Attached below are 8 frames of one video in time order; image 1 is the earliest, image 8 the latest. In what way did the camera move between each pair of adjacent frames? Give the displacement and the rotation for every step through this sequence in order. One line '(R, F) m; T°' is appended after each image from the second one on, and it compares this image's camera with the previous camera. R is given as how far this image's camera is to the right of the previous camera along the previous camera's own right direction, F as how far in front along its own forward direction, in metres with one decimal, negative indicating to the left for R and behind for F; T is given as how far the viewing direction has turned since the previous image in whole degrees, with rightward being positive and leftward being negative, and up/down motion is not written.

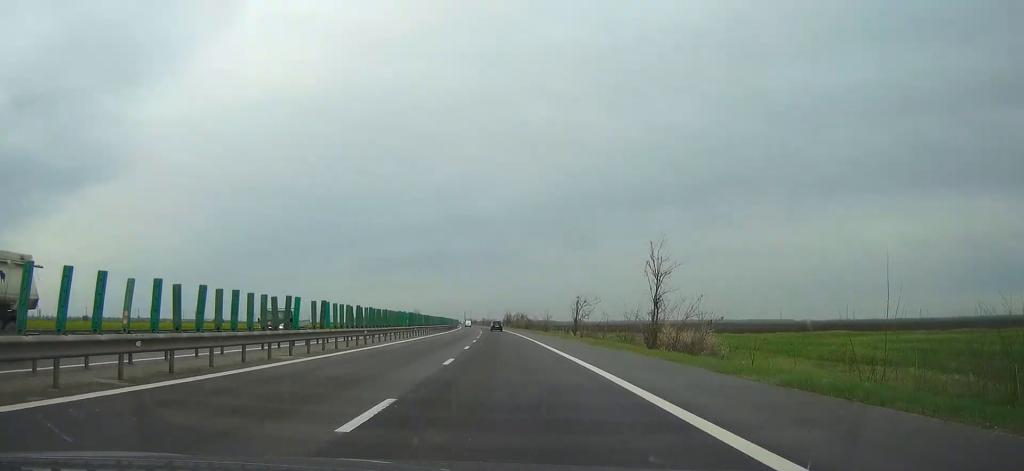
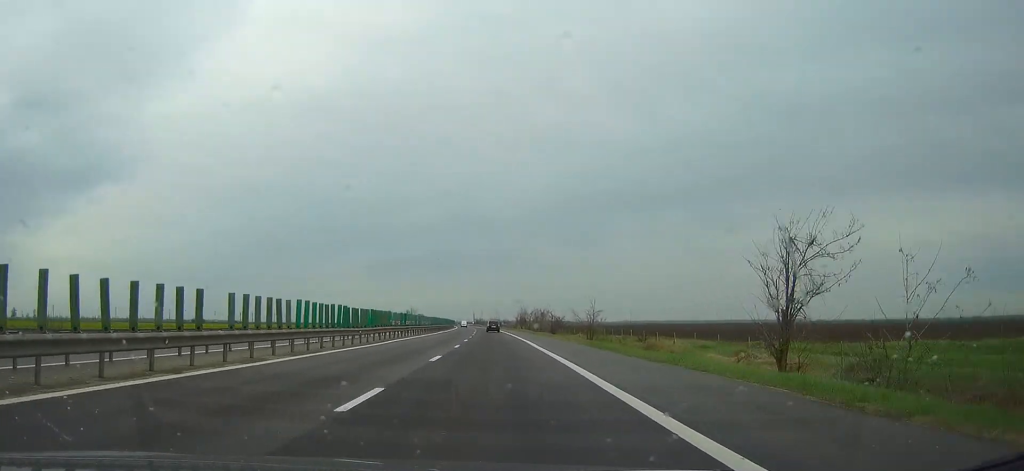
(-0.4, +58.2) m; -1°
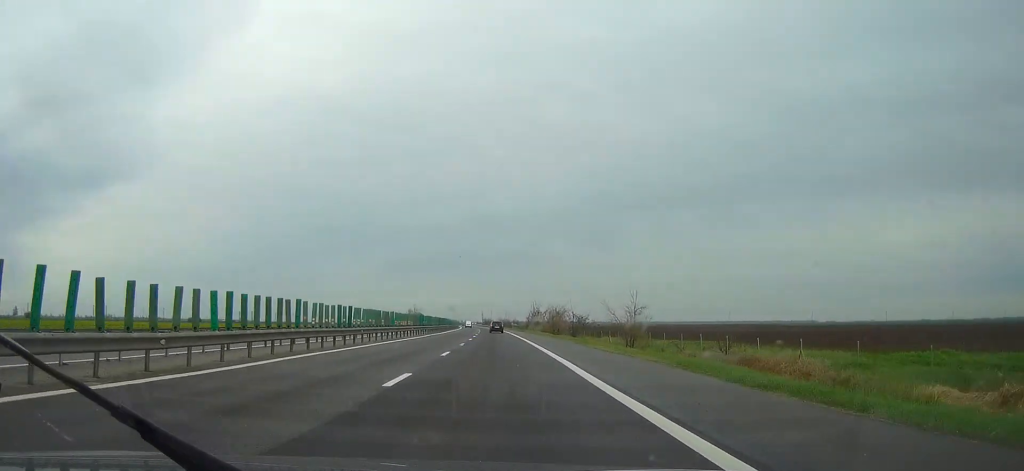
(-0.2, +19.9) m; -1°
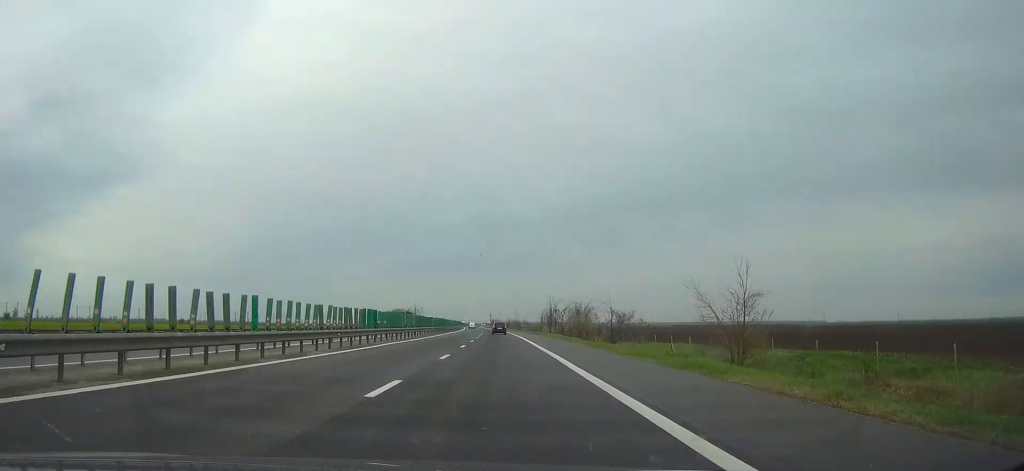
(-0.1, +24.9) m; -1°
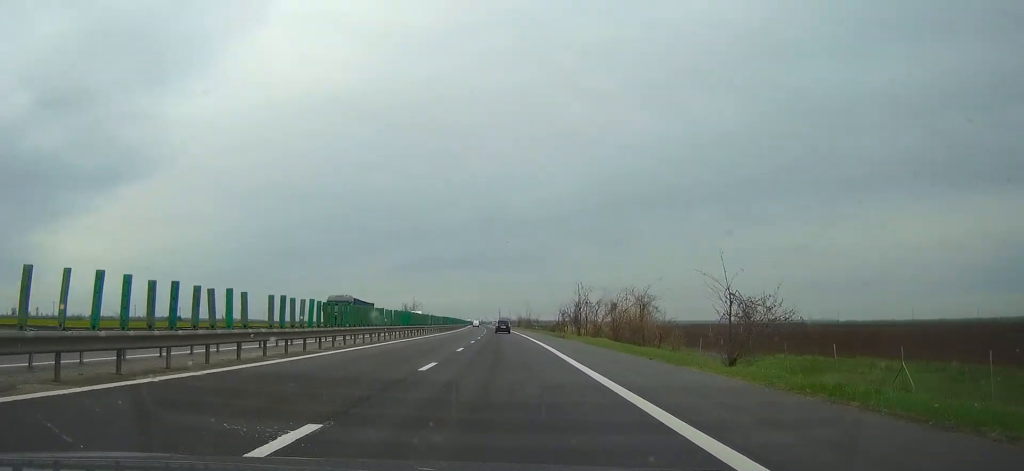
(-0.1, +30.0) m; -1°
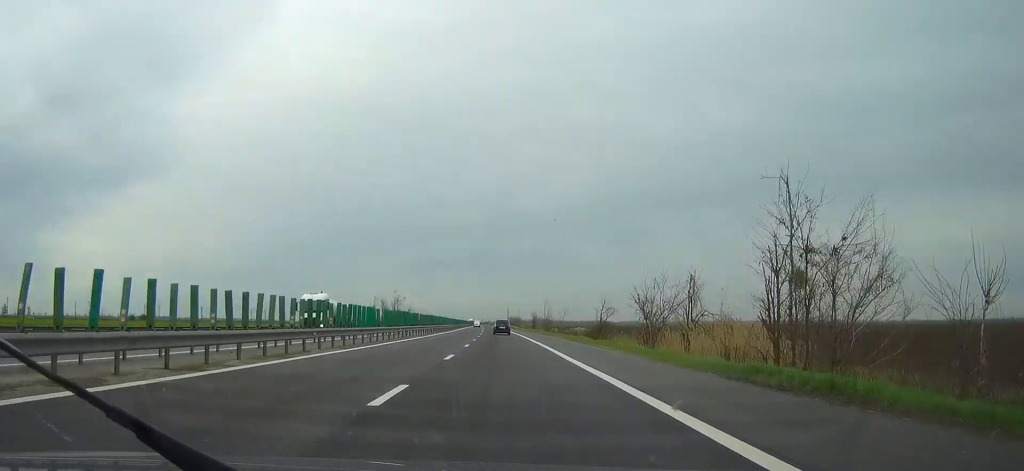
(-0.6, +54.1) m; -1°
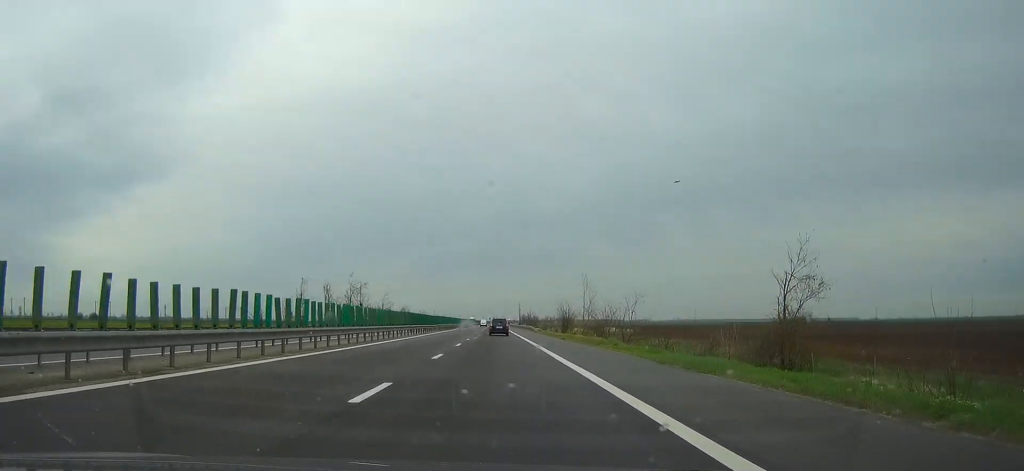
(-0.2, +59.5) m; -1°
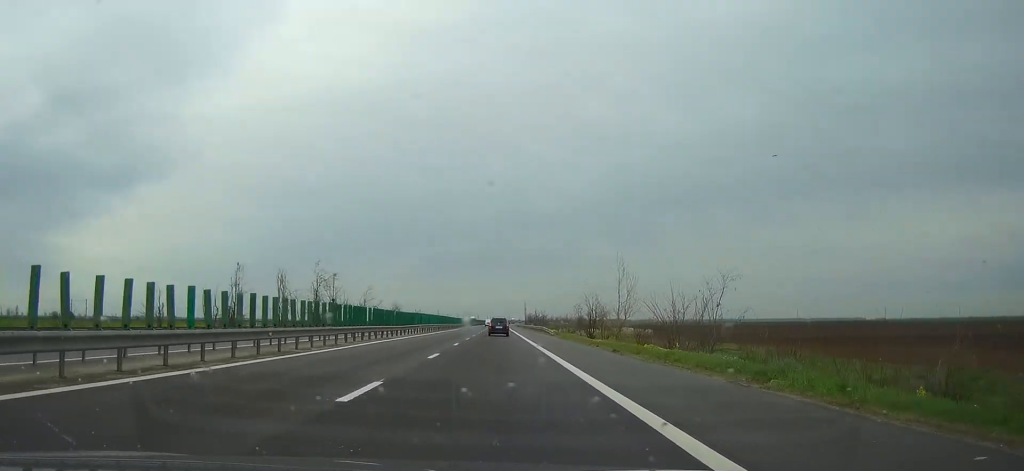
(-0.3, +24.1) m; 0°
